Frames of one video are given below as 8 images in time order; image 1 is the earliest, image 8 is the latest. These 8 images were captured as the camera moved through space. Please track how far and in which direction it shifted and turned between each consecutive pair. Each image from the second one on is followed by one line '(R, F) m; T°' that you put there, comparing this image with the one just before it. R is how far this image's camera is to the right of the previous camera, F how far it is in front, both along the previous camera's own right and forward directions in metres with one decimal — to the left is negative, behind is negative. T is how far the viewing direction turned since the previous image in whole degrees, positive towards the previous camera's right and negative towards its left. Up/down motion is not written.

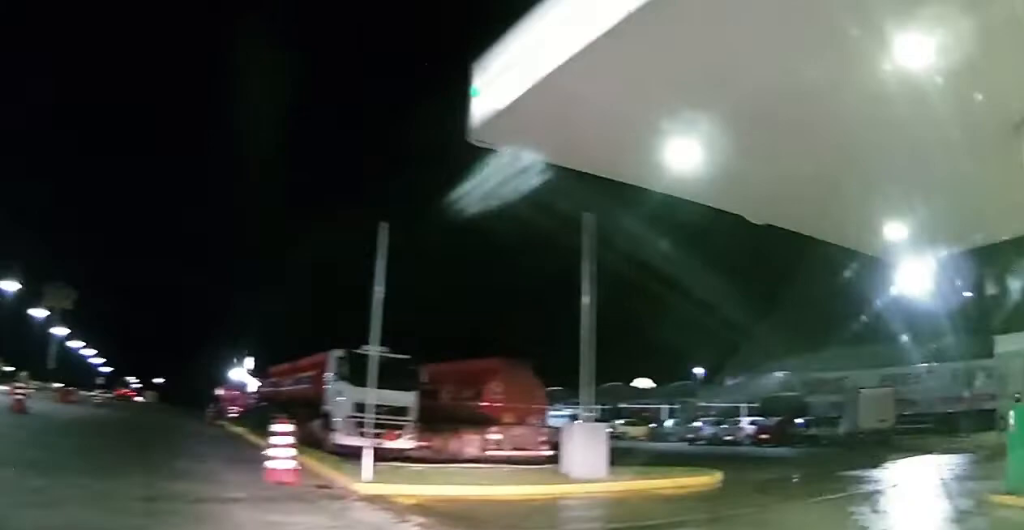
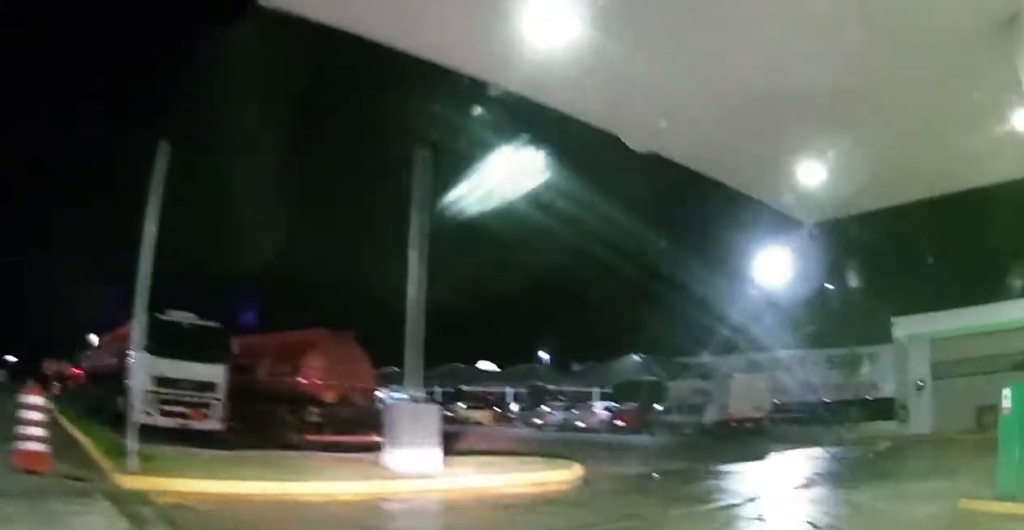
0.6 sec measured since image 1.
(+0.2, +3.2) m; +9°
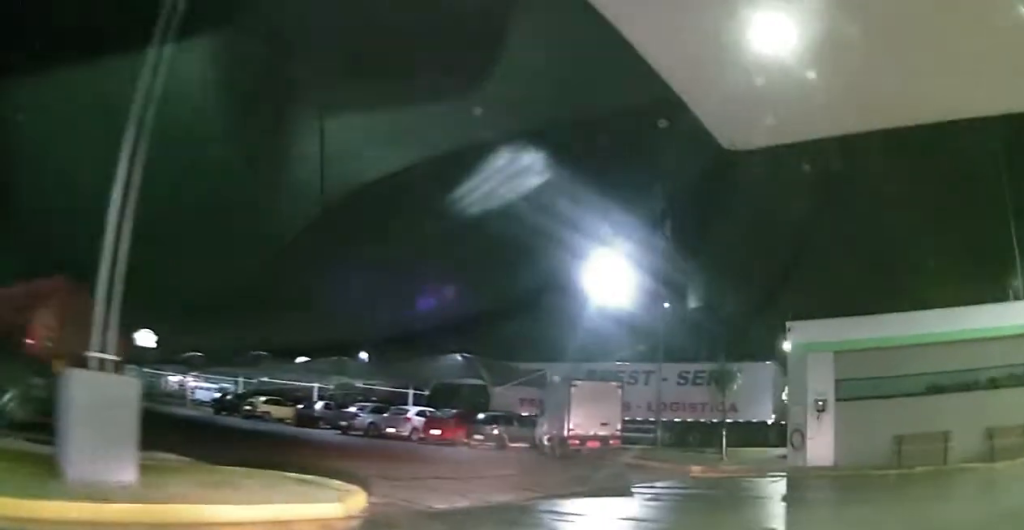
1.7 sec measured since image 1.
(+0.6, +4.7) m; +19°
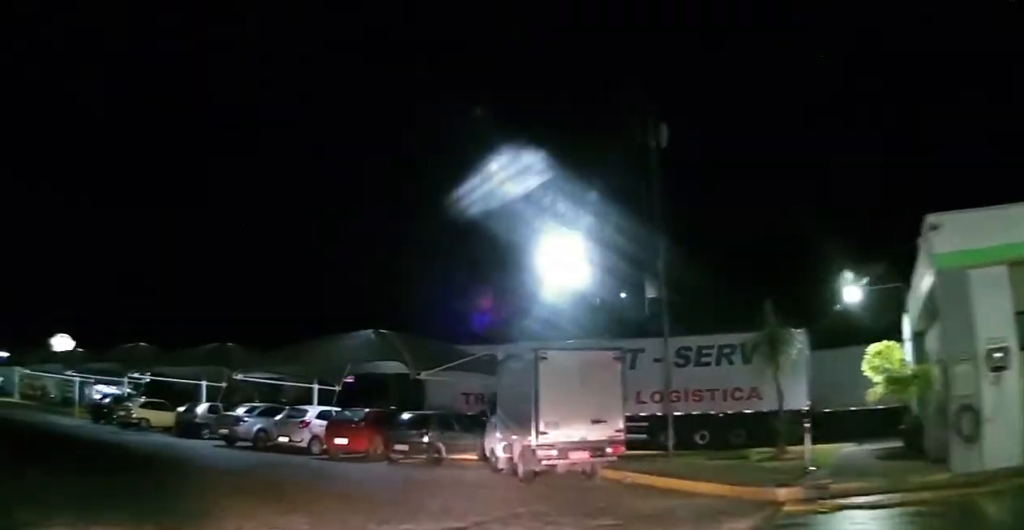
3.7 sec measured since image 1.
(+2.0, +8.5) m; +19°
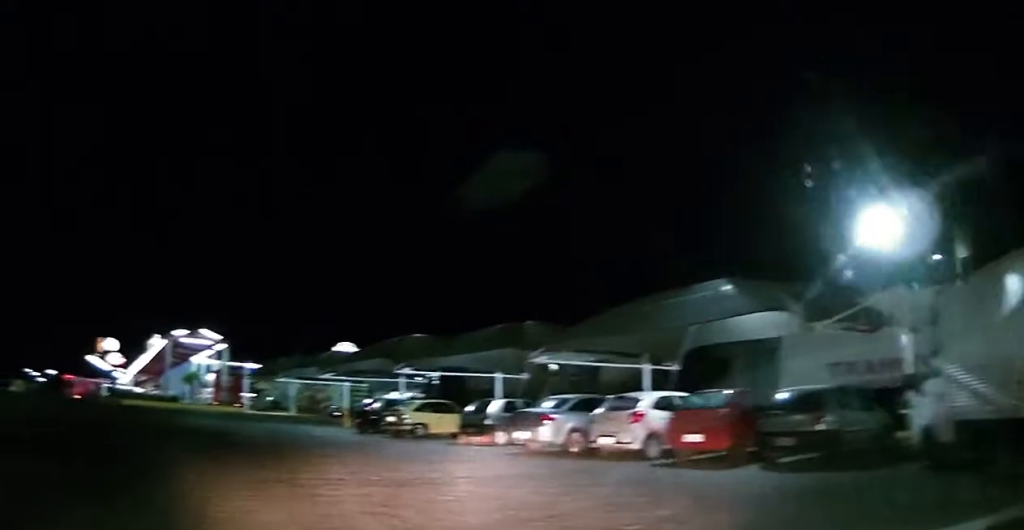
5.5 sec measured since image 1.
(+0.1, +6.6) m; -14°
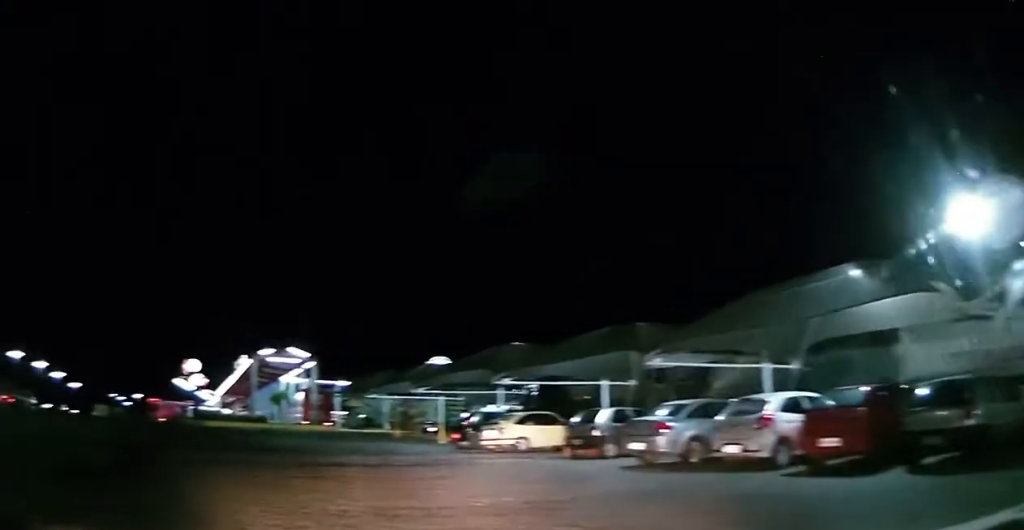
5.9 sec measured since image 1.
(-0.3, +1.6) m; -12°
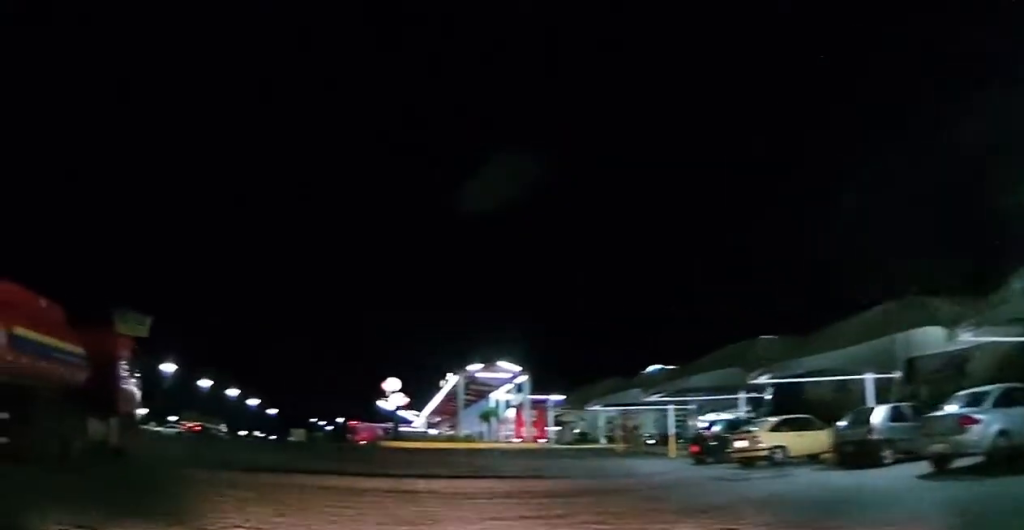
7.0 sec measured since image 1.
(-0.8, +3.4) m; -19°
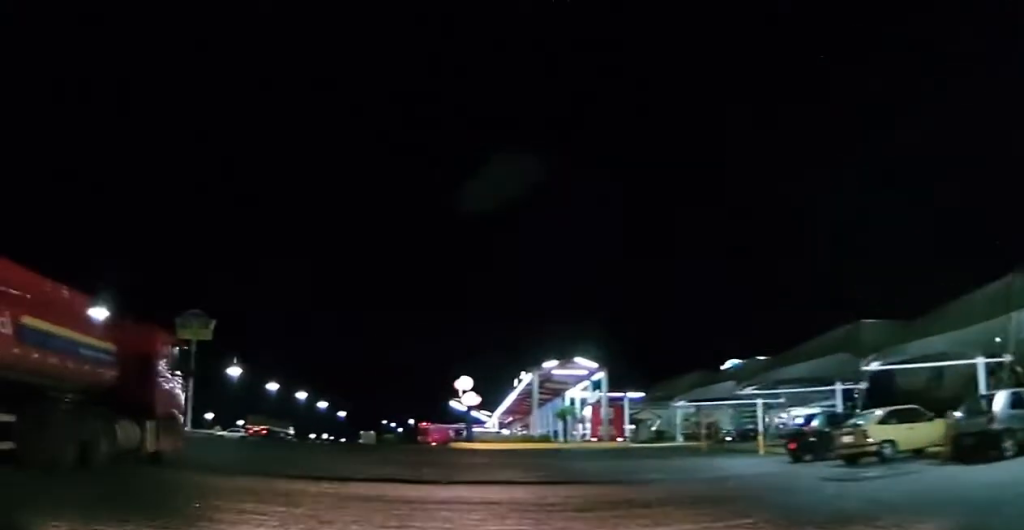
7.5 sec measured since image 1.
(-0.2, +1.7) m; -6°
